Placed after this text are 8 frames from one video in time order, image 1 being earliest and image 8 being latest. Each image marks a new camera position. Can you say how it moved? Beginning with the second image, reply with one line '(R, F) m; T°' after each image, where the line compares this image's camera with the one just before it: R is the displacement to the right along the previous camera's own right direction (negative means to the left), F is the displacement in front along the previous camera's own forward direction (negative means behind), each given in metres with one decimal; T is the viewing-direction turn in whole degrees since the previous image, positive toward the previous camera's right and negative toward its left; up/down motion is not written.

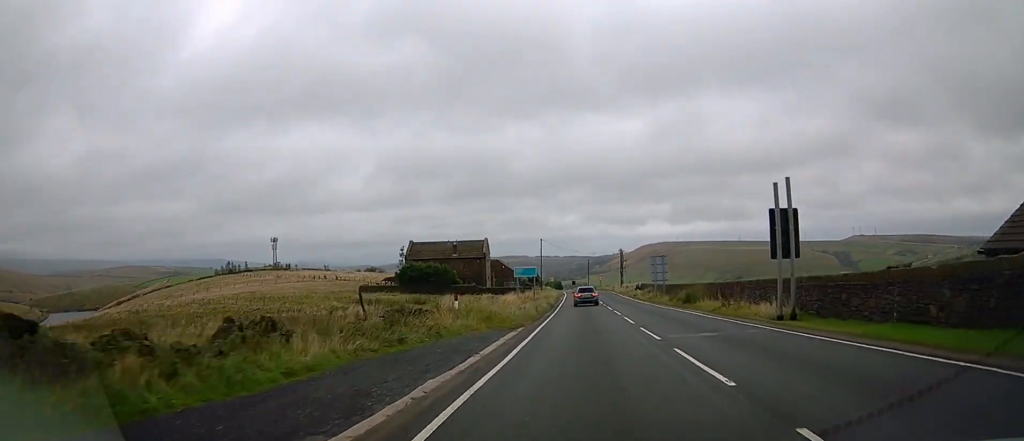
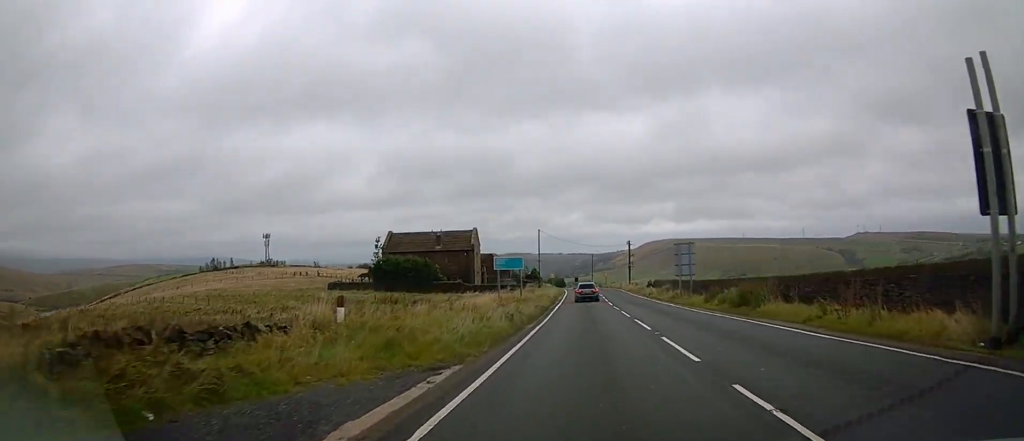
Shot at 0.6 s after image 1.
(0.0, +10.7) m; 0°
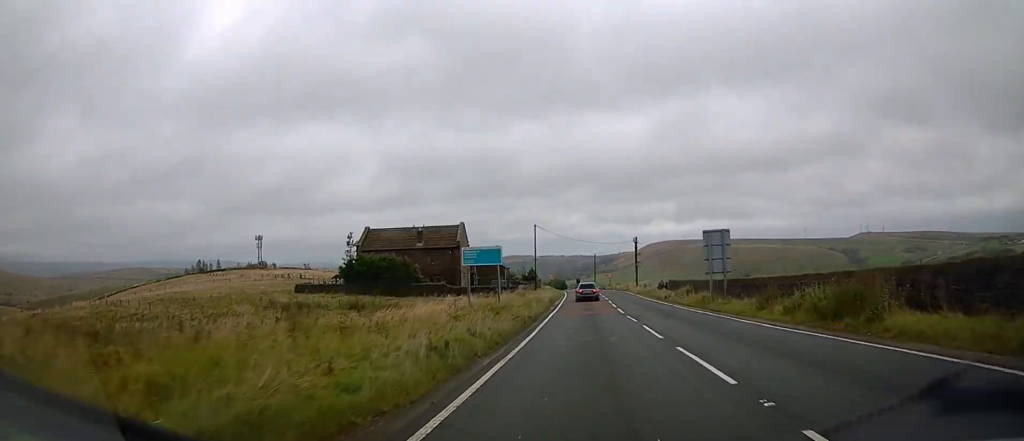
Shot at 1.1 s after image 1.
(-0.1, +8.5) m; 0°
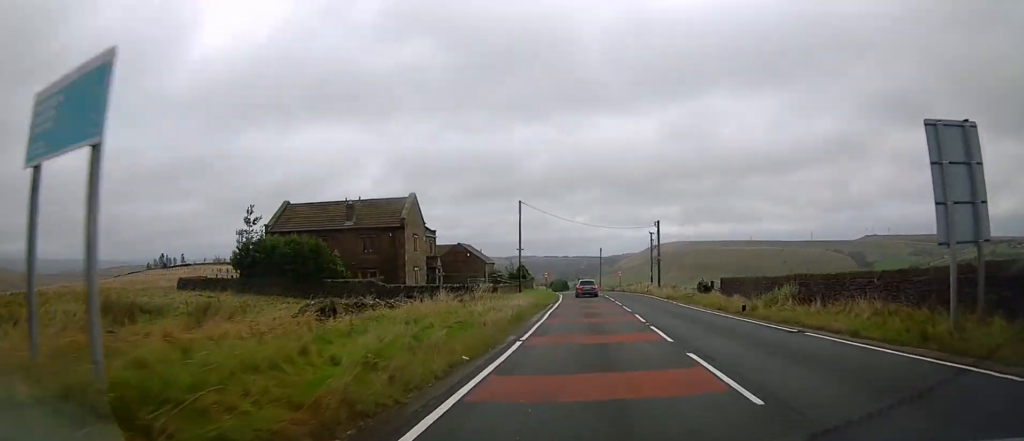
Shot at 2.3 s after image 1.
(-0.1, +19.6) m; 0°
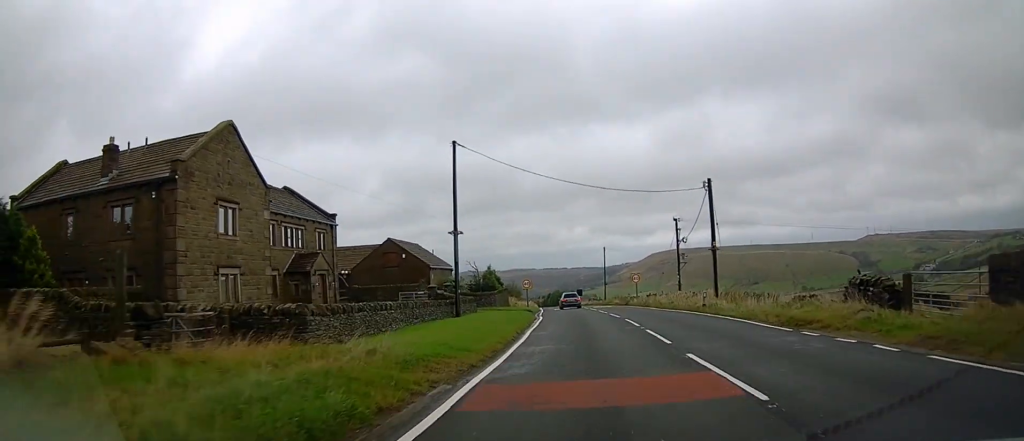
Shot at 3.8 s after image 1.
(0.0, +24.3) m; -1°
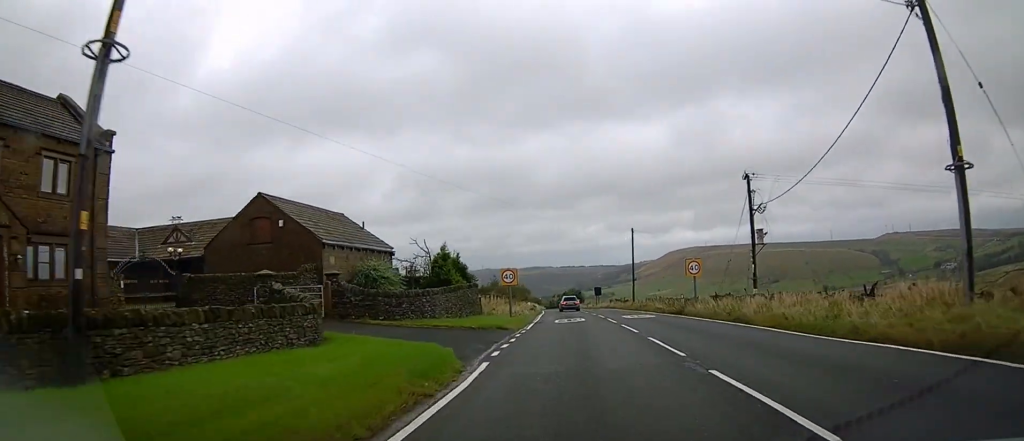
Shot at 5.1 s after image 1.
(-0.3, +21.2) m; -2°
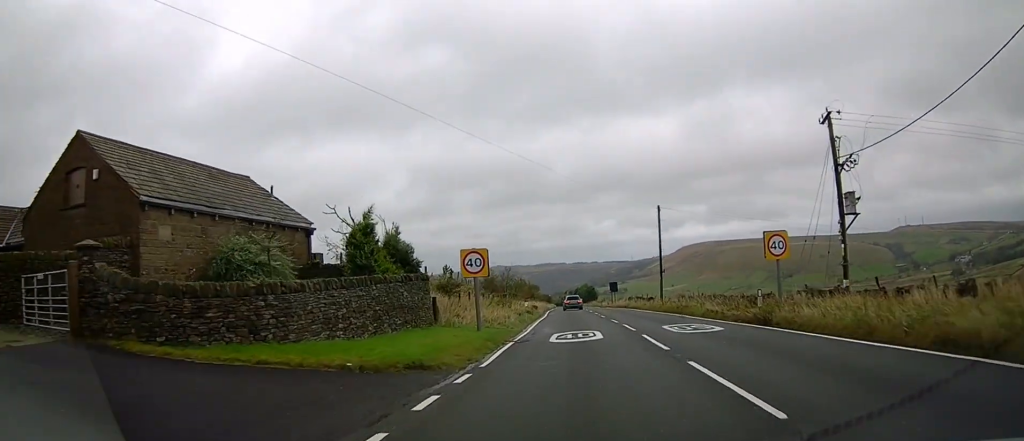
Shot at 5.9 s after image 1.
(-0.1, +12.0) m; -1°
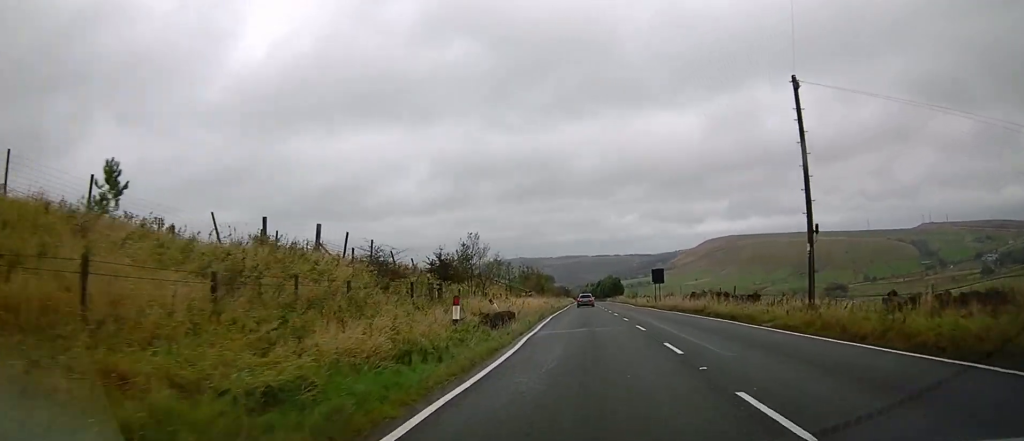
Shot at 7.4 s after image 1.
(-0.5, +25.6) m; -2°
